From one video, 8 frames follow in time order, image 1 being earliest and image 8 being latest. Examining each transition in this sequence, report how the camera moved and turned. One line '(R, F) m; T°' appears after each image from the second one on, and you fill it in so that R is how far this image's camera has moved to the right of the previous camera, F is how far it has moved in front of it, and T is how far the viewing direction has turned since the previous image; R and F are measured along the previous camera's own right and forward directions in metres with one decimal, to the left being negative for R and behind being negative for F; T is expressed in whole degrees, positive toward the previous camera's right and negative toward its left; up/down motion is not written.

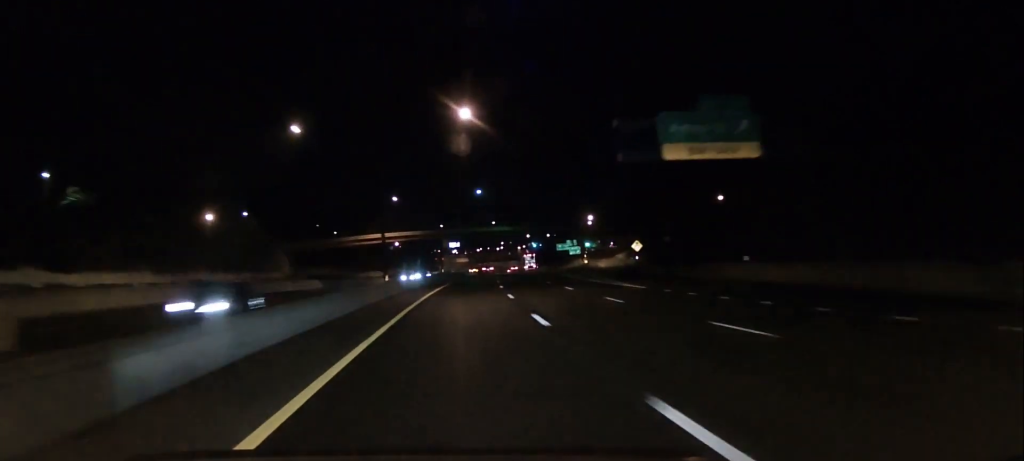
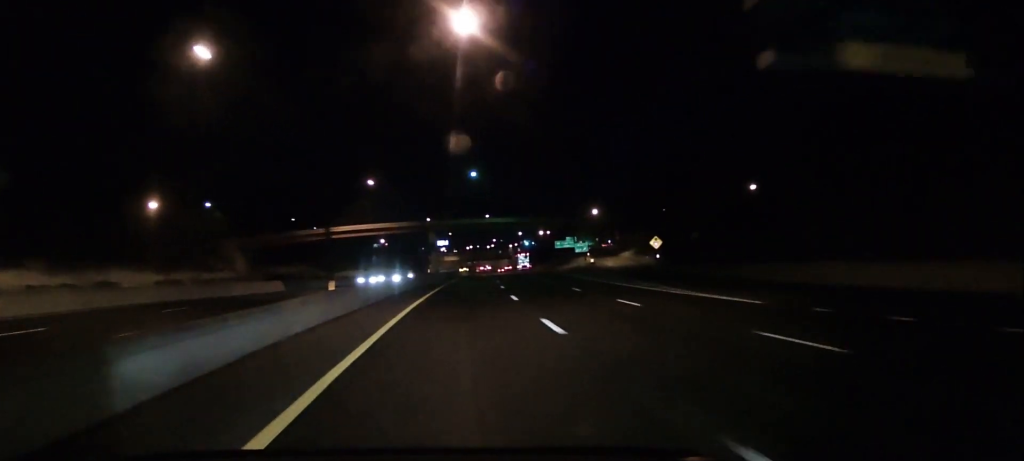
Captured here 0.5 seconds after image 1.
(-0.1, +14.2) m; 0°
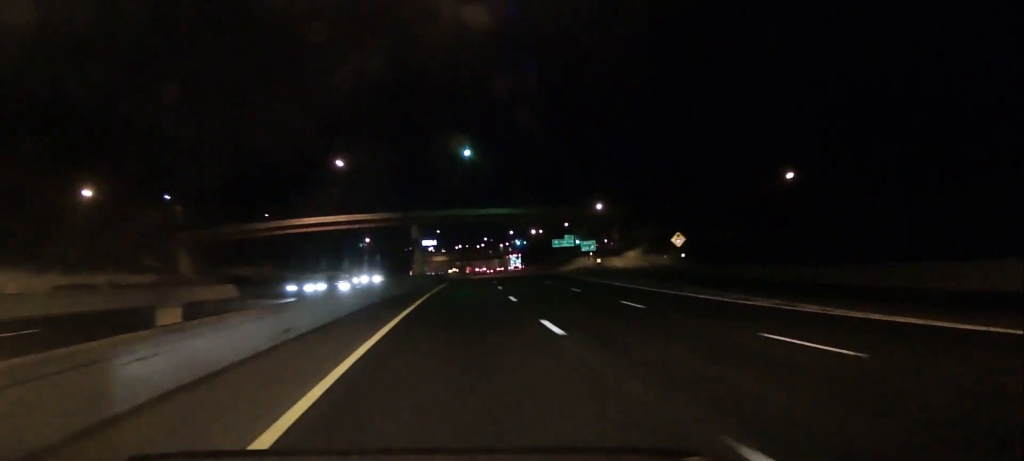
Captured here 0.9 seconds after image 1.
(+0.2, +12.4) m; +1°
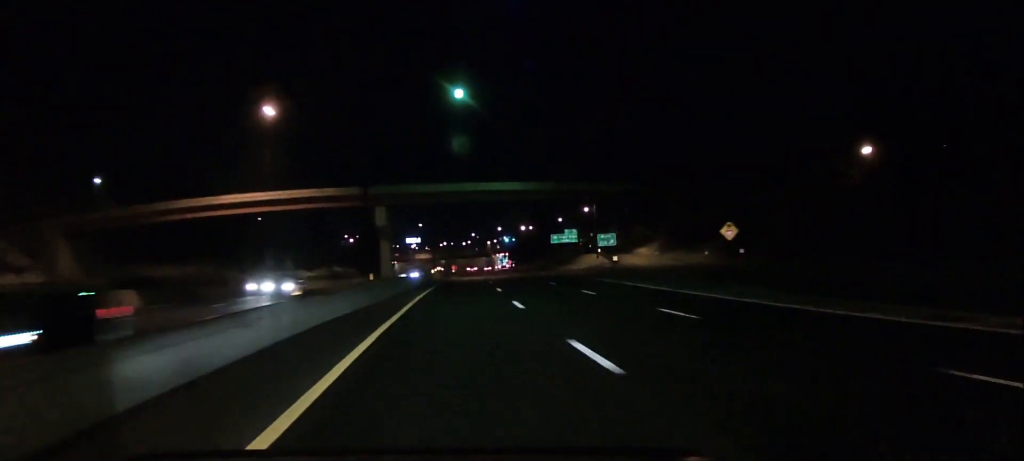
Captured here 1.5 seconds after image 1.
(+0.1, +17.3) m; +1°
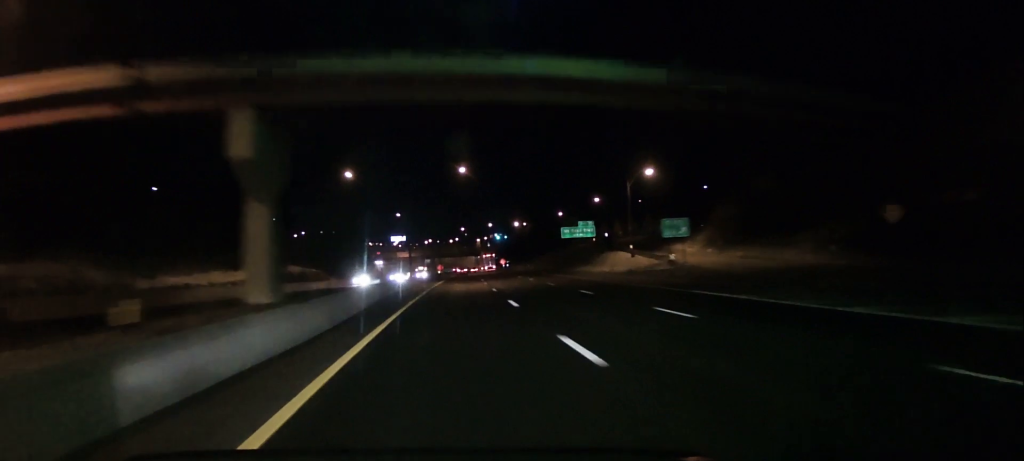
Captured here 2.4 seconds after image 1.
(+0.5, +24.3) m; +2°
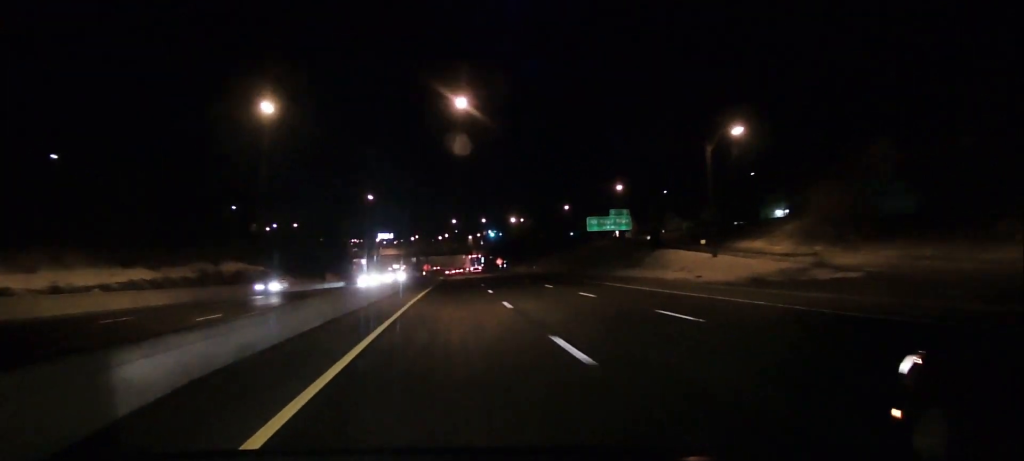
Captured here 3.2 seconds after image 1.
(+0.4, +24.5) m; +1°
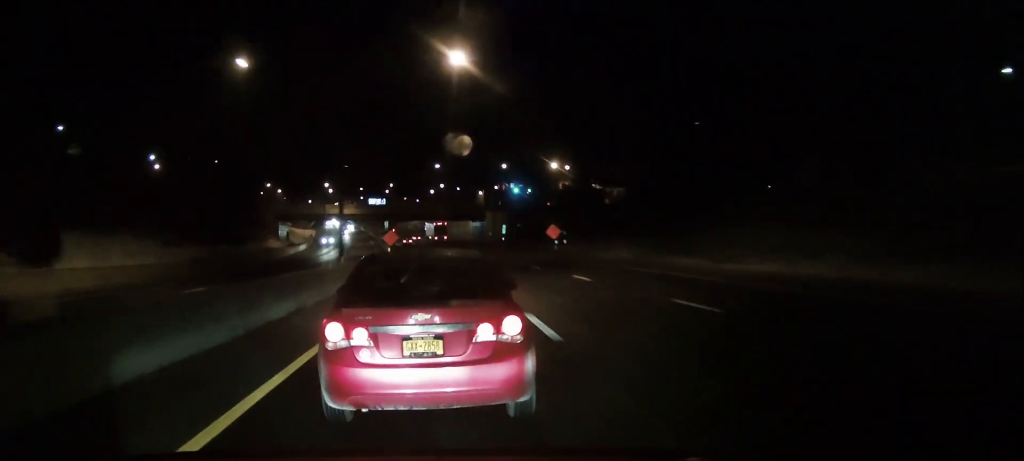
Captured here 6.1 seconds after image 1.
(+0.8, +85.8) m; +1°
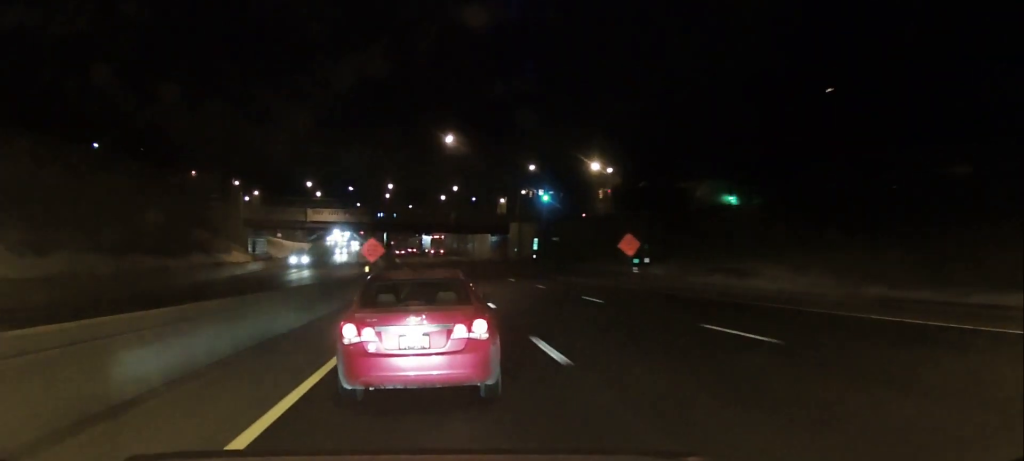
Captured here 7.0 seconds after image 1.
(+0.1, +26.9) m; -1°
